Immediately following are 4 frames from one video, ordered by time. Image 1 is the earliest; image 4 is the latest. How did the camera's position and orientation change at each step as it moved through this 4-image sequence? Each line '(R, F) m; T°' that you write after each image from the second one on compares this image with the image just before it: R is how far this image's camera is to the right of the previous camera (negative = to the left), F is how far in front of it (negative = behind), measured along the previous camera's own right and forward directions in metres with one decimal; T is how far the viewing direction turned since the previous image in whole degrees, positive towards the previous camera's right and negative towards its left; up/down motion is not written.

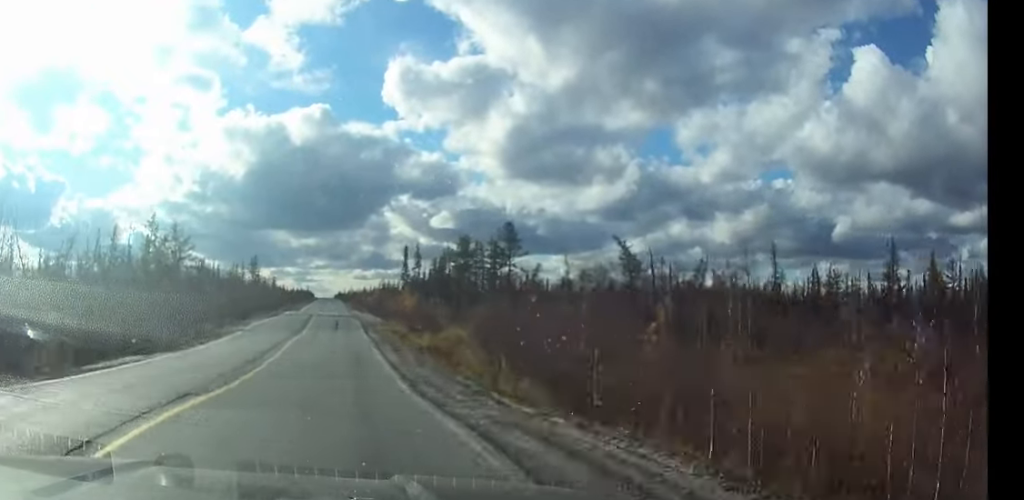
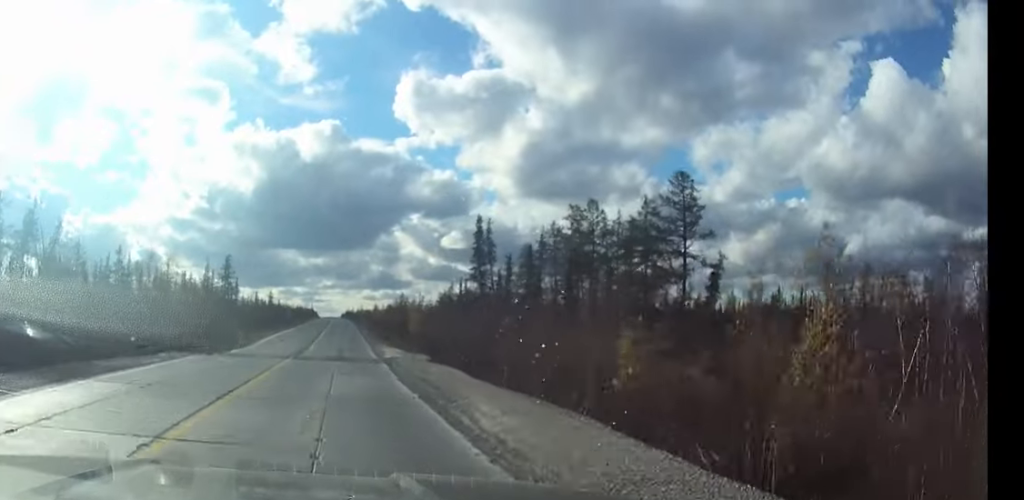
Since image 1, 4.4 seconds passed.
(-0.2, +63.7) m; 0°
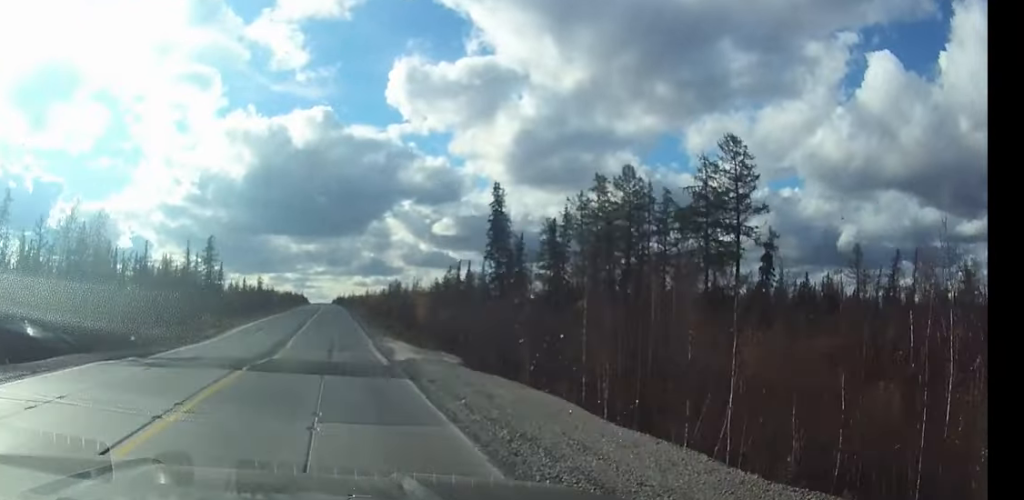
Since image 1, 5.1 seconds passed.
(0.0, +10.0) m; 0°
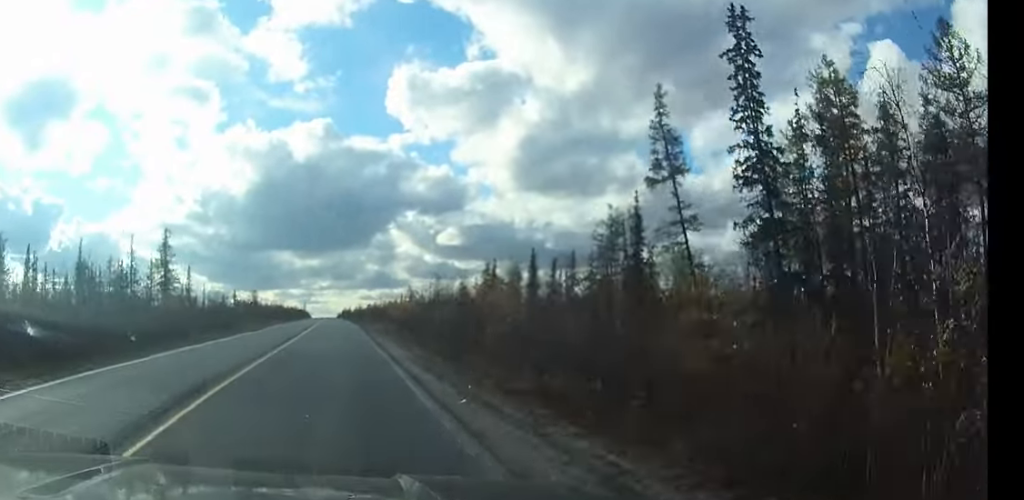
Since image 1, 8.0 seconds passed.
(+0.1, +38.9) m; 0°
